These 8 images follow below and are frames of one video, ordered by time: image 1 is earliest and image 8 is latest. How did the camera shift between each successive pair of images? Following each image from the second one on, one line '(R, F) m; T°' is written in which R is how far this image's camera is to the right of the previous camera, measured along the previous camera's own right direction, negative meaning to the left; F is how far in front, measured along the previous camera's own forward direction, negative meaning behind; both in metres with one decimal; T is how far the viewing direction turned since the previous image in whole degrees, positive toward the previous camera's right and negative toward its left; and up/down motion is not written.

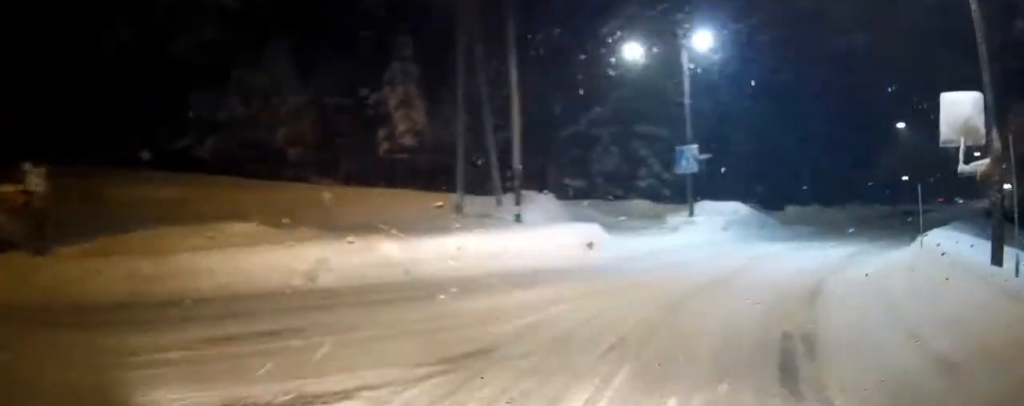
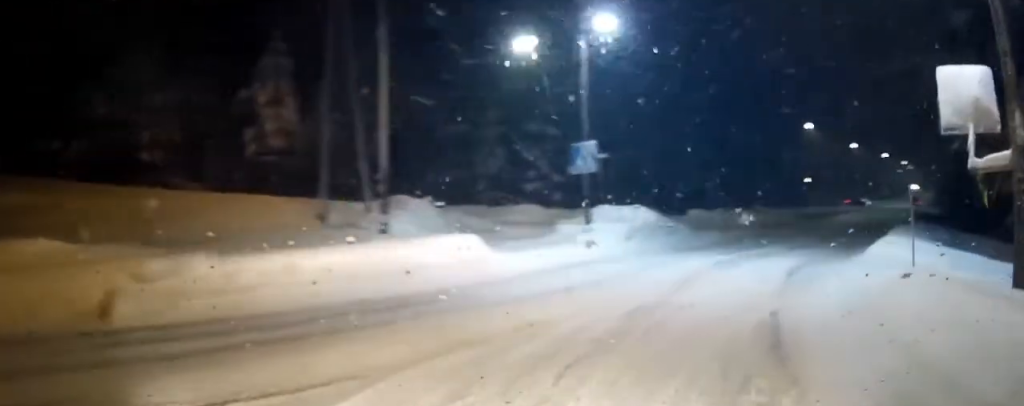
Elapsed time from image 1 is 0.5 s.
(+0.1, +2.7) m; +8°
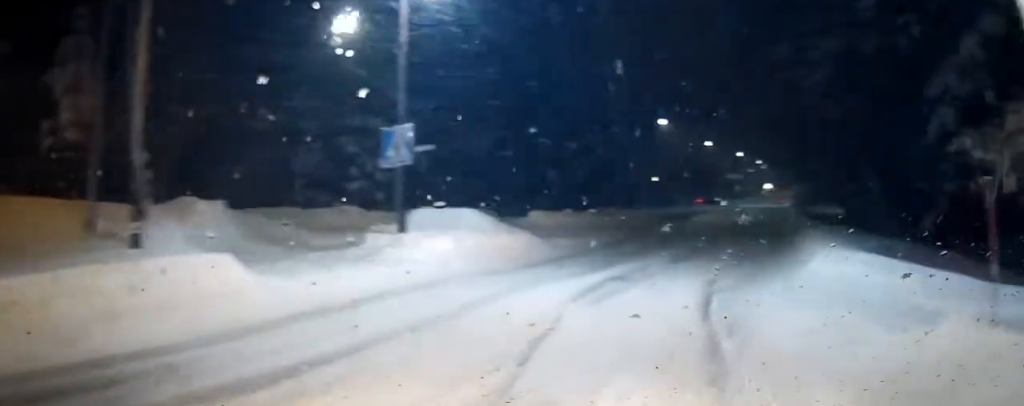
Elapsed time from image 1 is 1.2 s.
(+0.5, +4.0) m; +11°
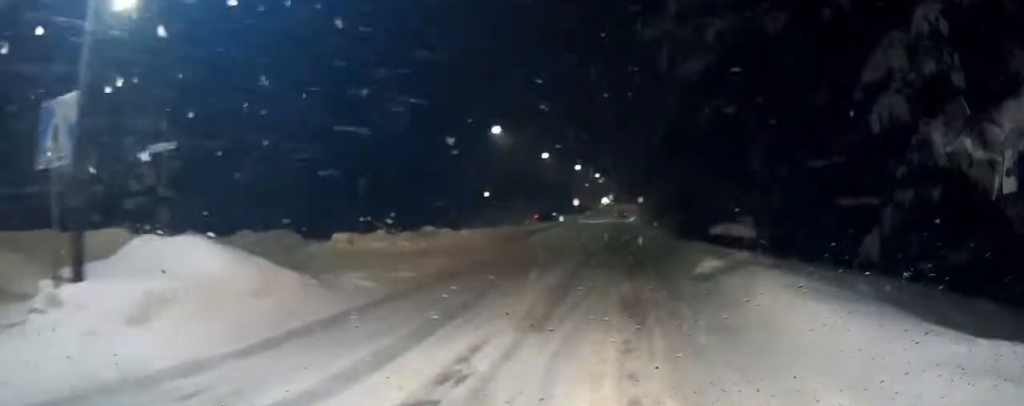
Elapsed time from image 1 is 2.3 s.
(+0.8, +5.8) m; +14°
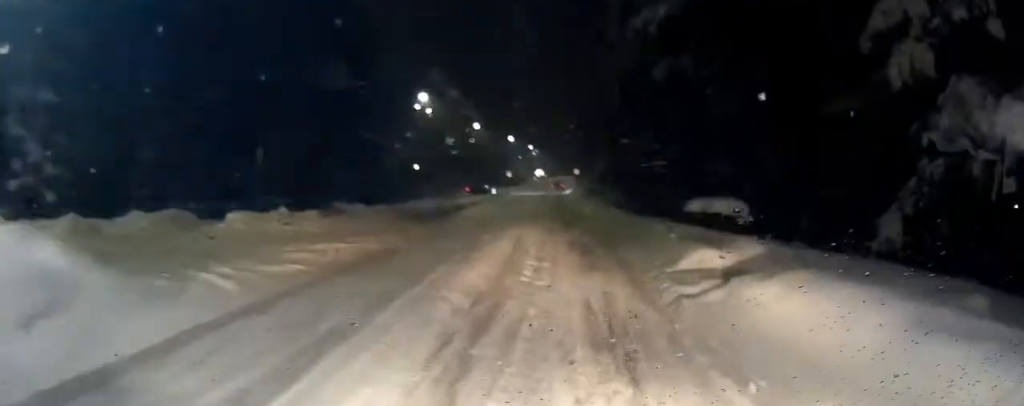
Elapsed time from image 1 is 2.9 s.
(+0.2, +3.7) m; +7°
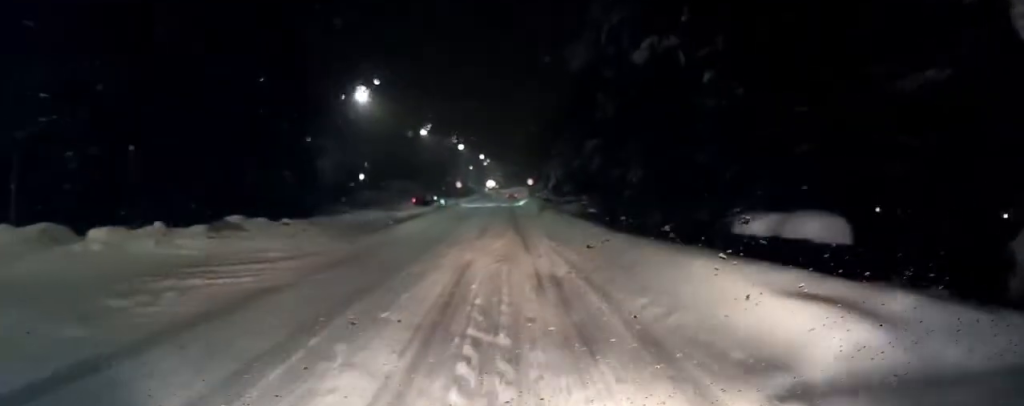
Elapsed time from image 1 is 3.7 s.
(+0.3, +5.2) m; +7°
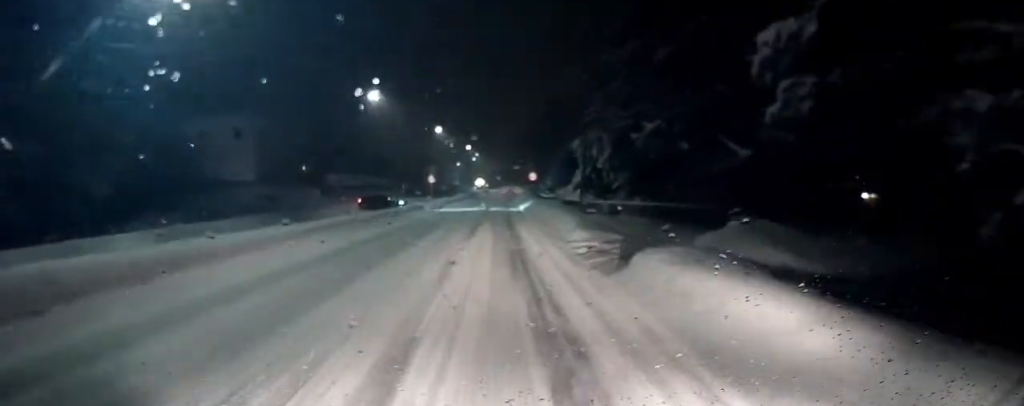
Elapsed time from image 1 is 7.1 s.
(+1.2, +26.3) m; +2°
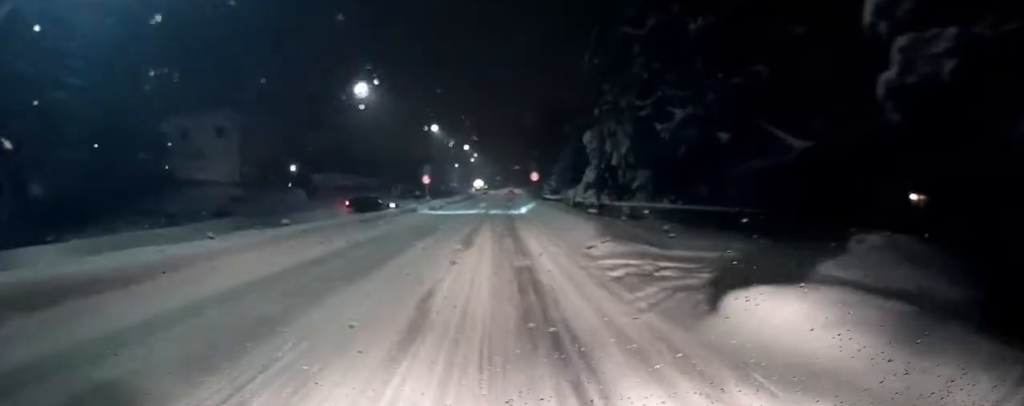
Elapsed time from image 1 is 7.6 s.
(0.0, +4.1) m; 0°
